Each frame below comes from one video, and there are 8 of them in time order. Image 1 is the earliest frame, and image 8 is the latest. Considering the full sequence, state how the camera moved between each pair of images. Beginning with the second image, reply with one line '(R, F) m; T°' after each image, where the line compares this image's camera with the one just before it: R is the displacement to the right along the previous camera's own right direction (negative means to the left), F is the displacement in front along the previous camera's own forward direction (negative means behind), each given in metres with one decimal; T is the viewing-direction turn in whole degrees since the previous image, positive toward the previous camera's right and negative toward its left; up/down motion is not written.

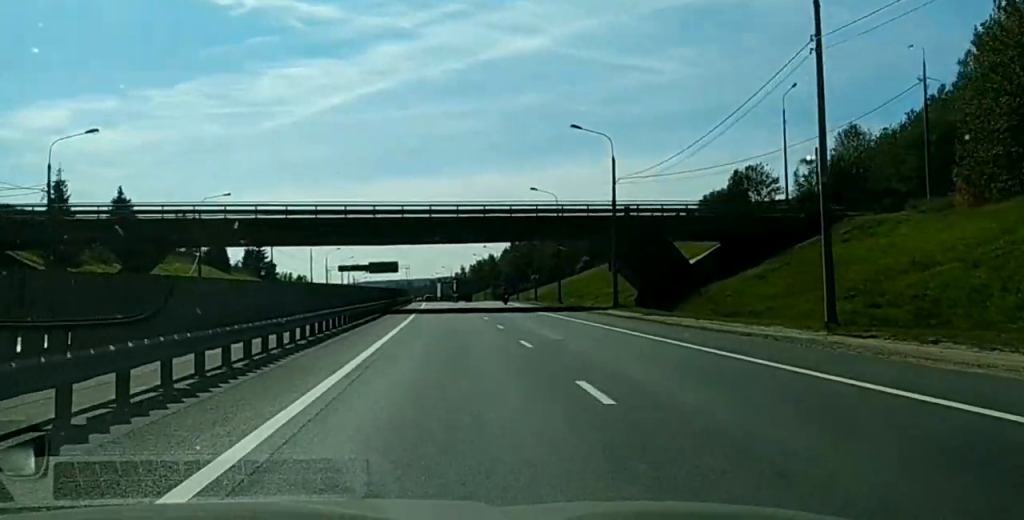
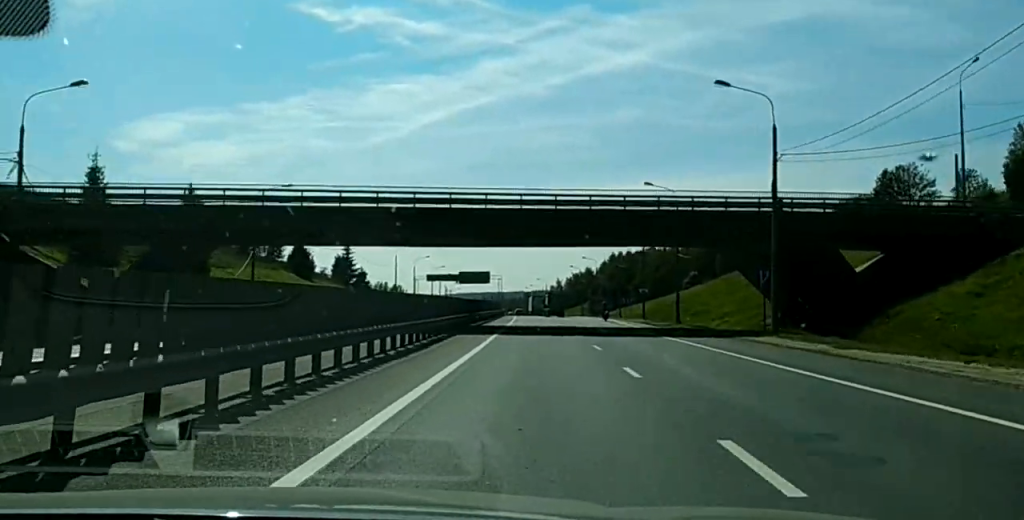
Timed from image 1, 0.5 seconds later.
(-0.3, +16.1) m; +1°
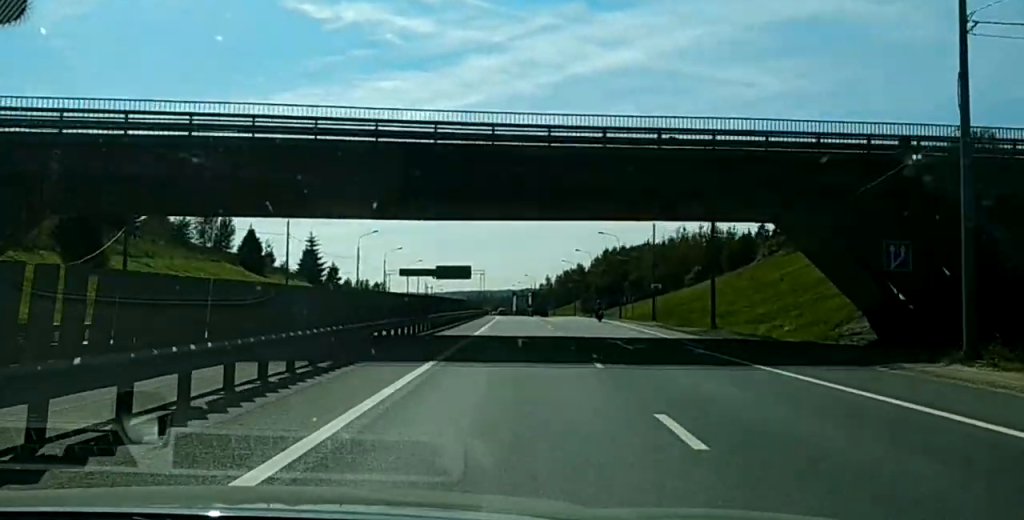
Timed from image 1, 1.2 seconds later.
(+0.7, +21.3) m; +1°
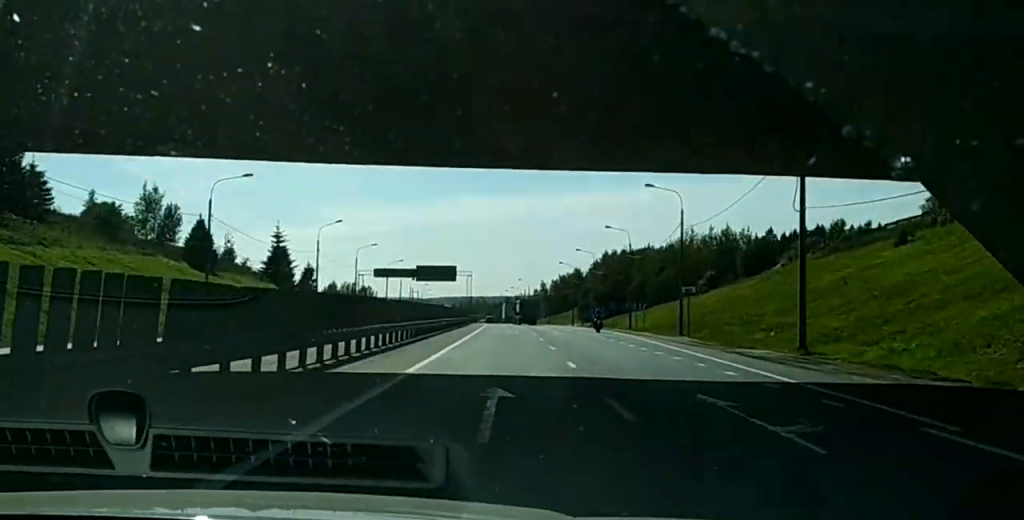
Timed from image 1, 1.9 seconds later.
(+0.2, +21.2) m; 0°
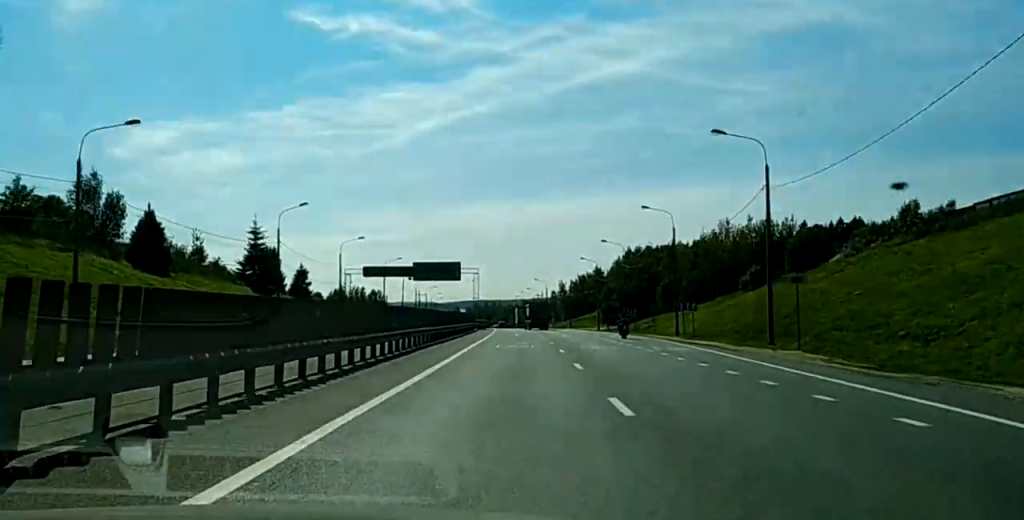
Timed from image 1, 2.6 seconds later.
(-0.2, +22.4) m; -1°
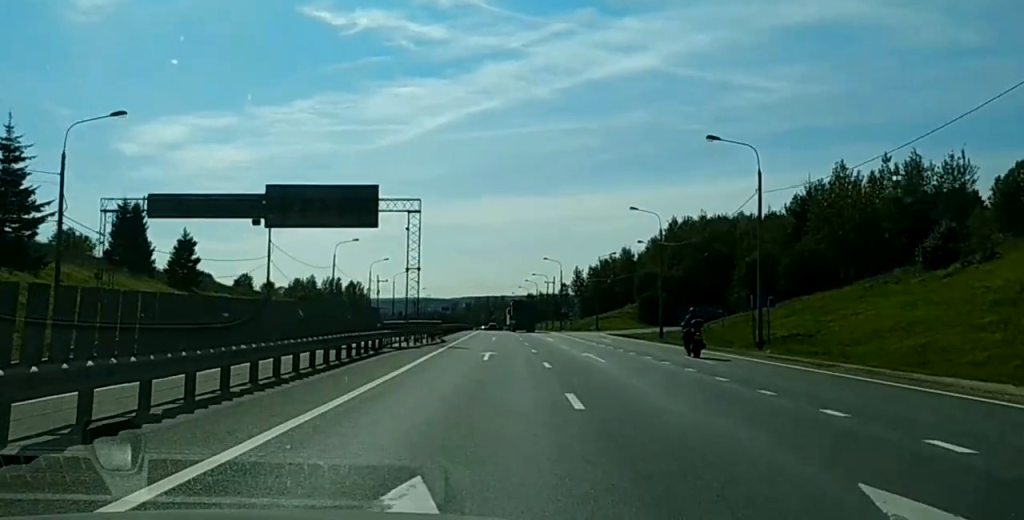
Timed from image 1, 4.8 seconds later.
(-0.8, +68.4) m; -2°
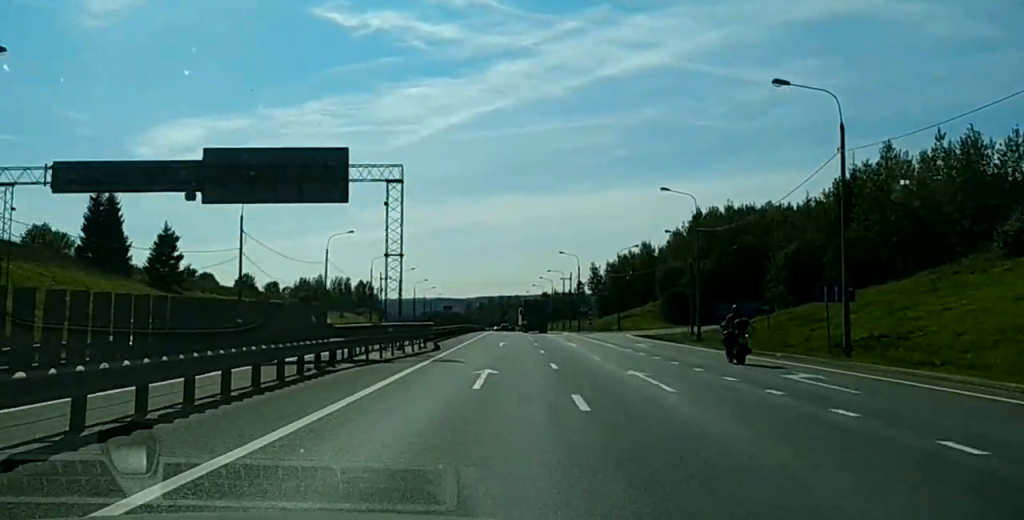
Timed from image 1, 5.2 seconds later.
(-0.1, +11.9) m; -1°
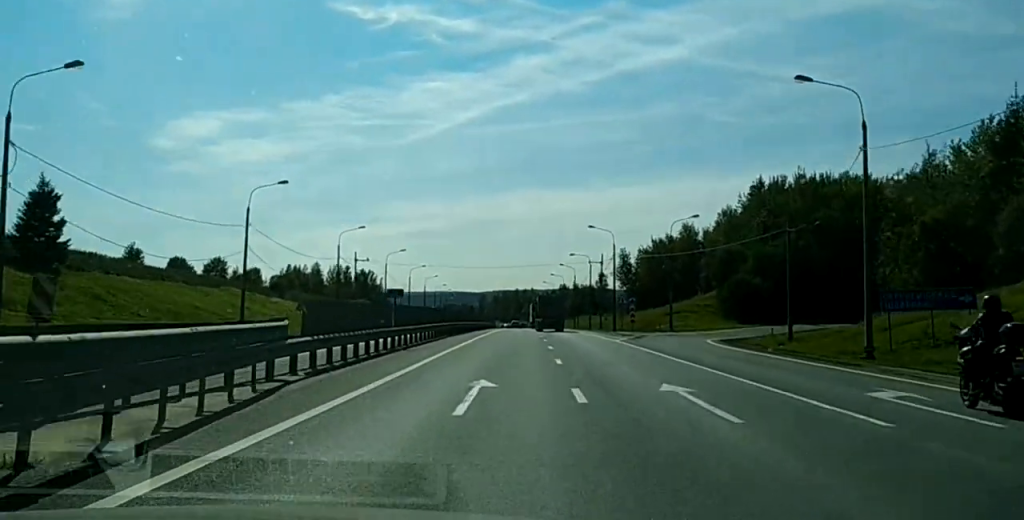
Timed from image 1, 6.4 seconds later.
(-0.3, +32.9) m; -2°
